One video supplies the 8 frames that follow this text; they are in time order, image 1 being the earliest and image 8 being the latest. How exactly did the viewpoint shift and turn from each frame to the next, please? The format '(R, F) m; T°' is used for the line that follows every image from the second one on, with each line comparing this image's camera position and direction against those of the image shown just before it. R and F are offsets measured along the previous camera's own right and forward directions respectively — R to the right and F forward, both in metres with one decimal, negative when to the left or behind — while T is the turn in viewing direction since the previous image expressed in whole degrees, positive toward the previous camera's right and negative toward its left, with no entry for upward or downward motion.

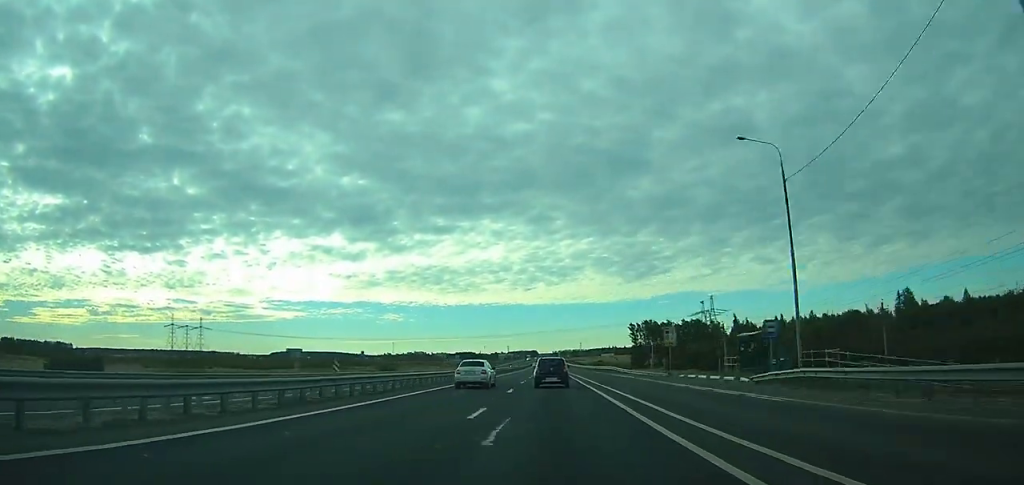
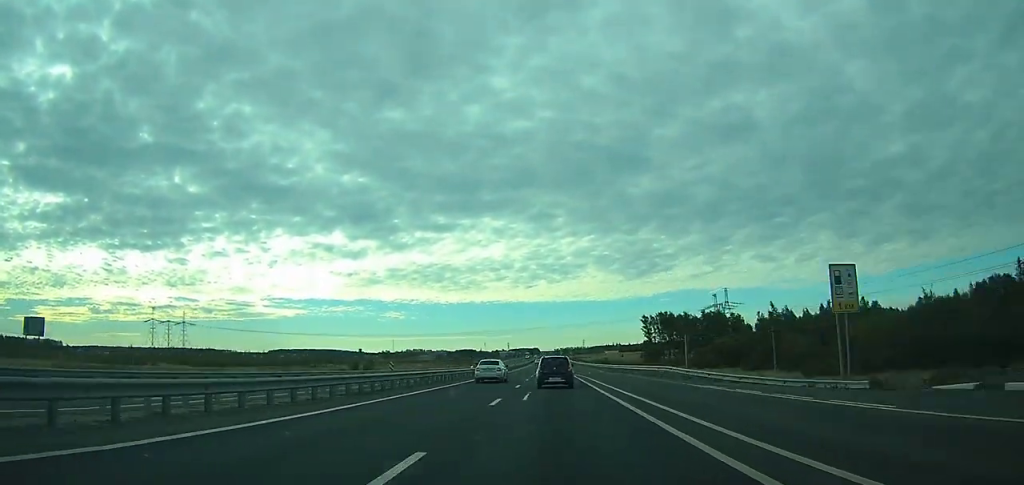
(0.0, +32.1) m; 0°
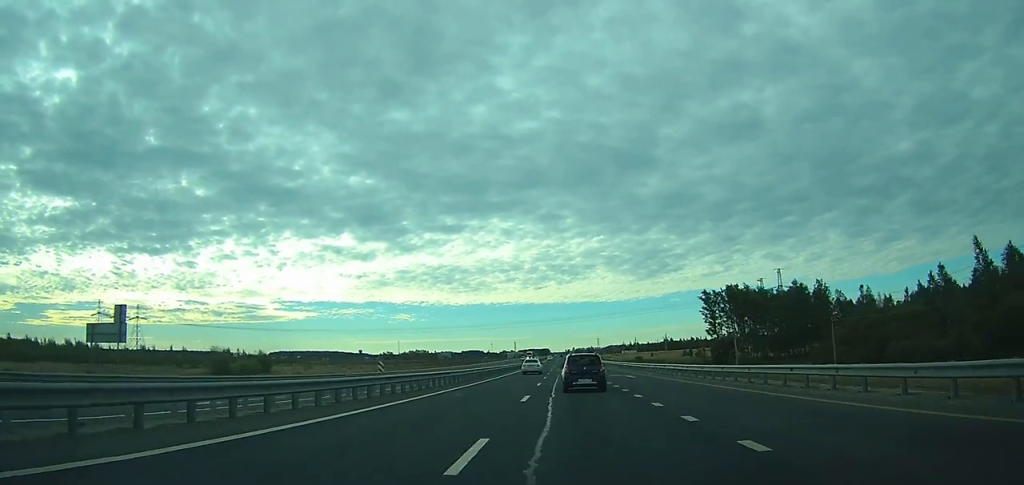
(0.0, +80.3) m; 0°
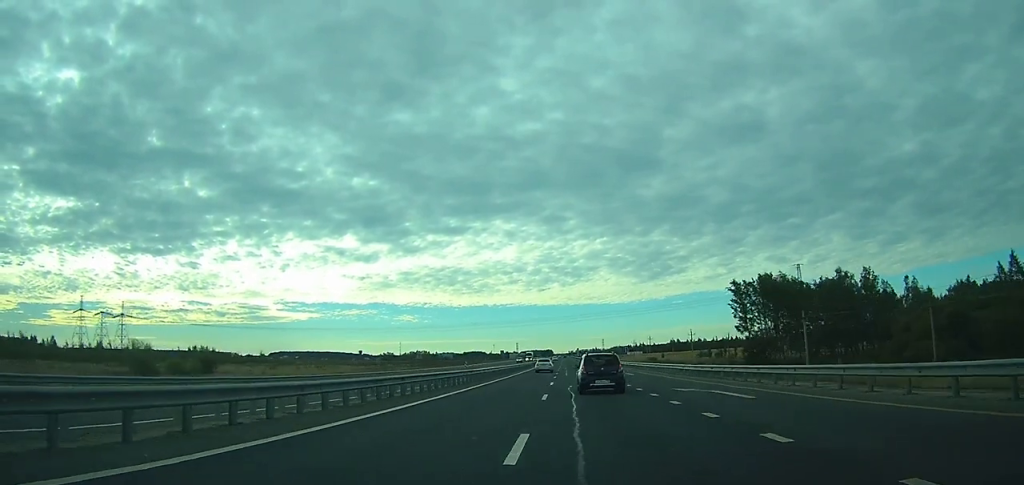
(0.0, +22.2) m; 0°
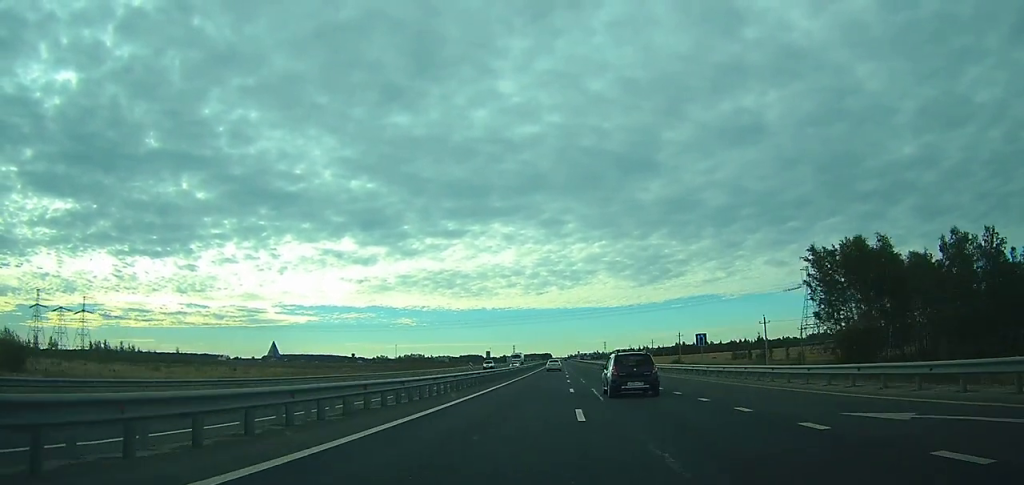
(-0.4, +40.4) m; 0°
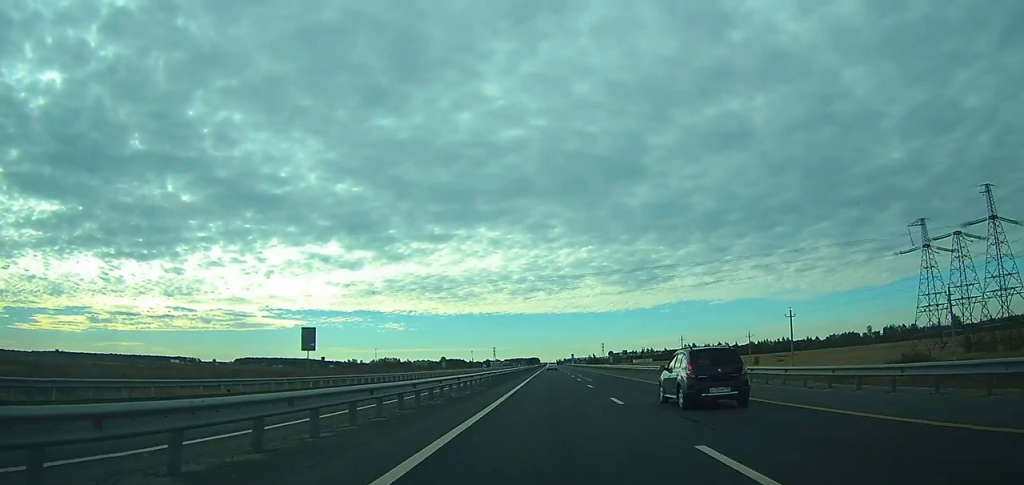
(+0.4, +114.3) m; +1°
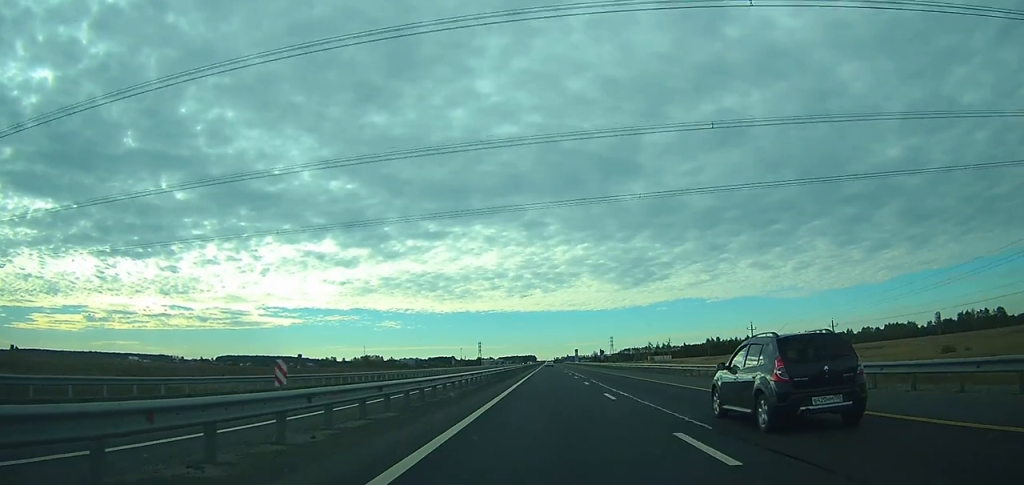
(+0.3, +109.6) m; 0°
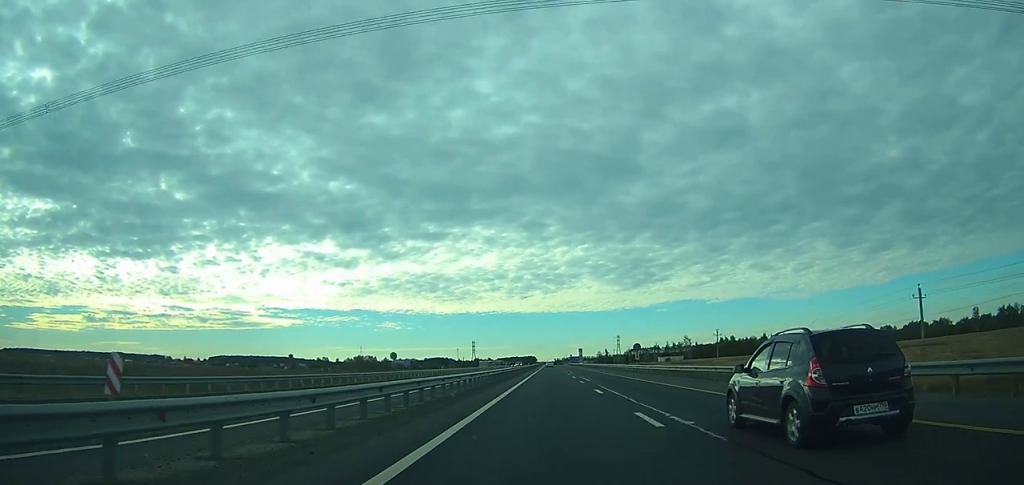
(+0.1, +43.4) m; 0°
